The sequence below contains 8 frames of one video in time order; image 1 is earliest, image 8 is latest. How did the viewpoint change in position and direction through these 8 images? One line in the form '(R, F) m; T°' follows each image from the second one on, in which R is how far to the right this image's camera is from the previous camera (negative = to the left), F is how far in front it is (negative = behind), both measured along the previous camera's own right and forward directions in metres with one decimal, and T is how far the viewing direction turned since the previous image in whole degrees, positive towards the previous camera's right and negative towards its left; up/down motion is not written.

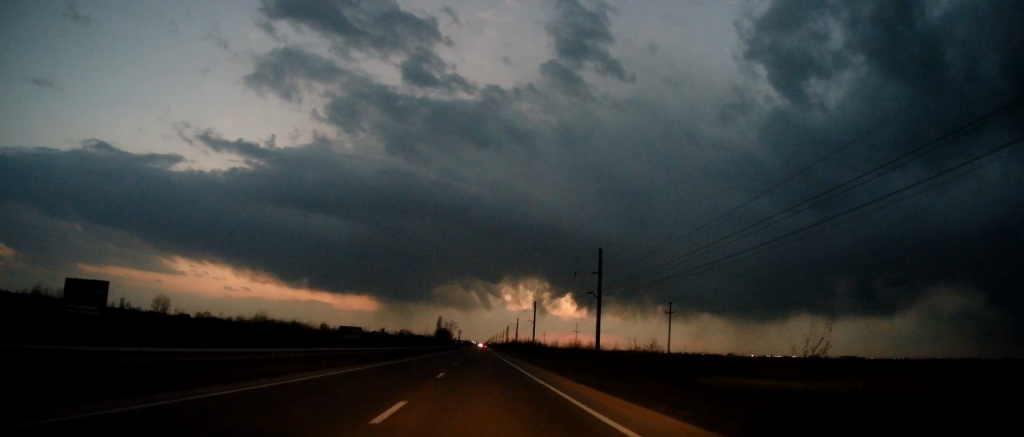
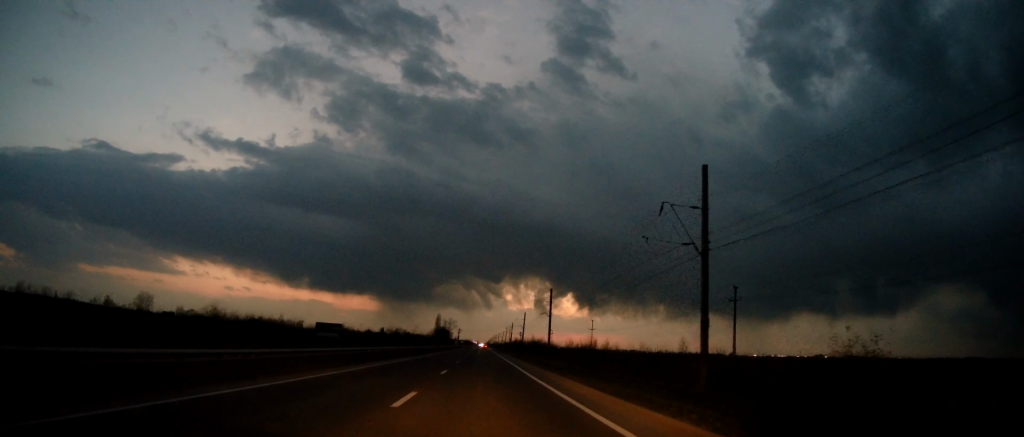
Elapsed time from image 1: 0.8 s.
(-0.3, +21.3) m; -1°
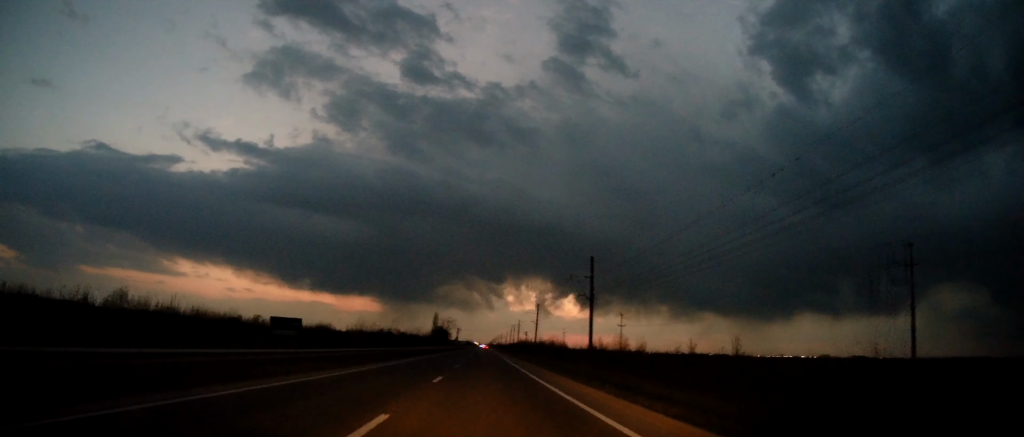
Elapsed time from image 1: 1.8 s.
(-0.1, +27.8) m; 0°
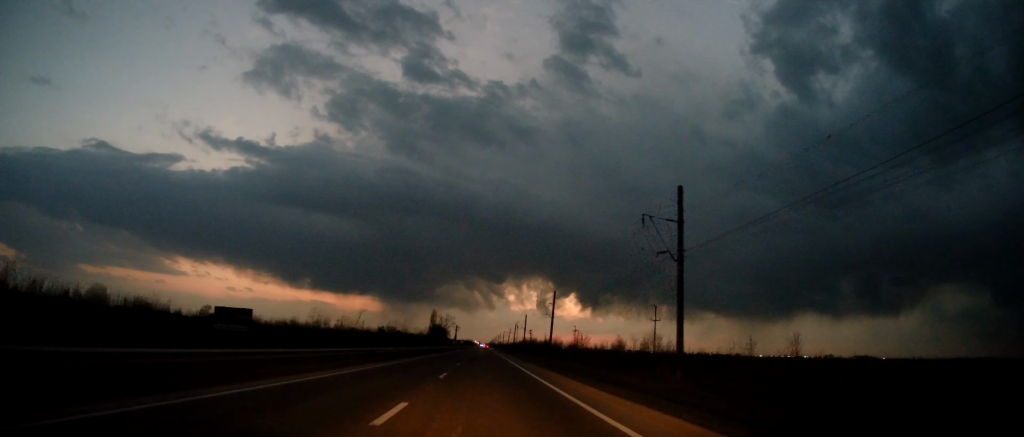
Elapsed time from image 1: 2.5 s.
(0.0, +21.3) m; 0°
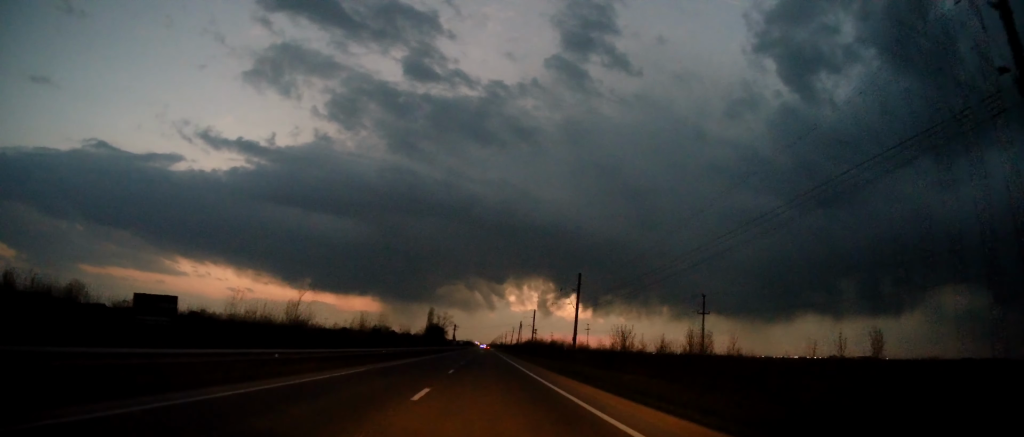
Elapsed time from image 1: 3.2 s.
(0.0, +19.5) m; 0°
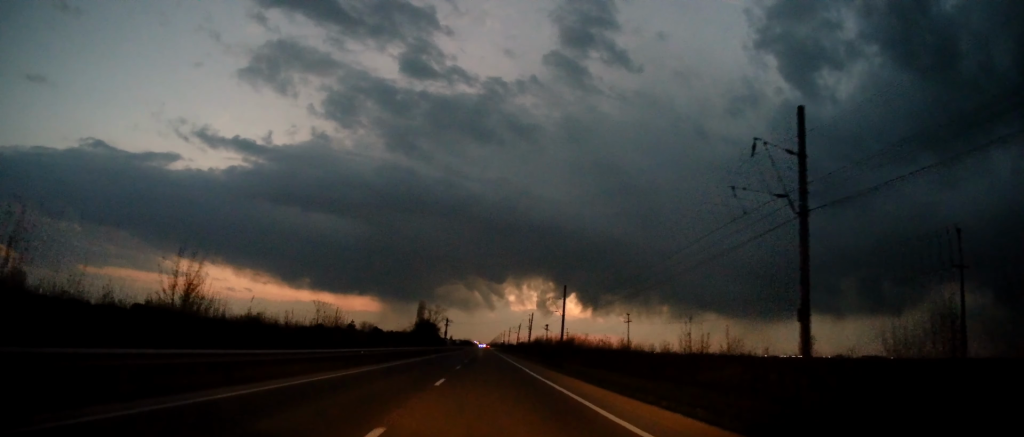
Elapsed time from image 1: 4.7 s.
(-0.1, +42.0) m; +1°
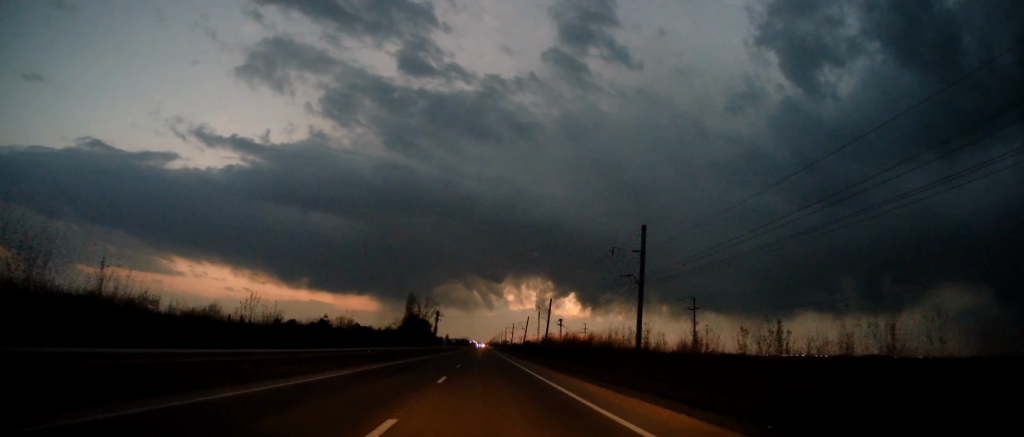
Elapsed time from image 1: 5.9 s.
(+0.6, +33.8) m; 0°
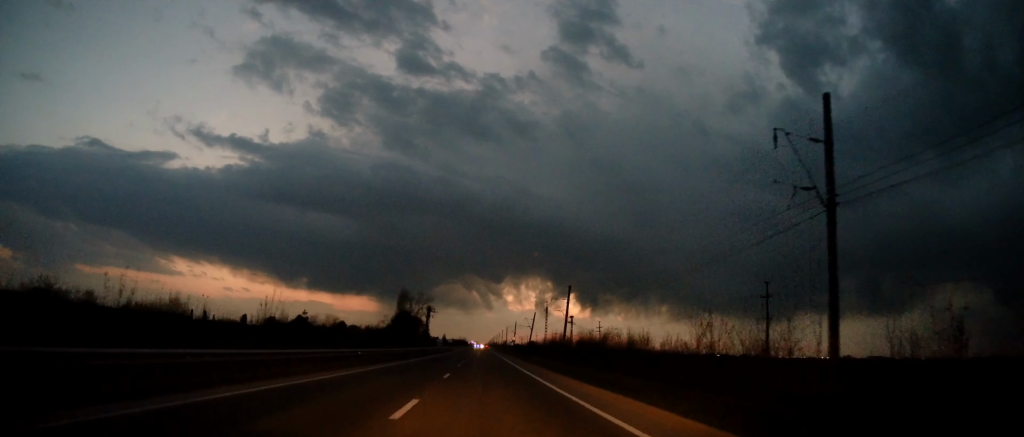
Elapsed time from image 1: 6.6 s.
(-0.3, +19.9) m; -1°
